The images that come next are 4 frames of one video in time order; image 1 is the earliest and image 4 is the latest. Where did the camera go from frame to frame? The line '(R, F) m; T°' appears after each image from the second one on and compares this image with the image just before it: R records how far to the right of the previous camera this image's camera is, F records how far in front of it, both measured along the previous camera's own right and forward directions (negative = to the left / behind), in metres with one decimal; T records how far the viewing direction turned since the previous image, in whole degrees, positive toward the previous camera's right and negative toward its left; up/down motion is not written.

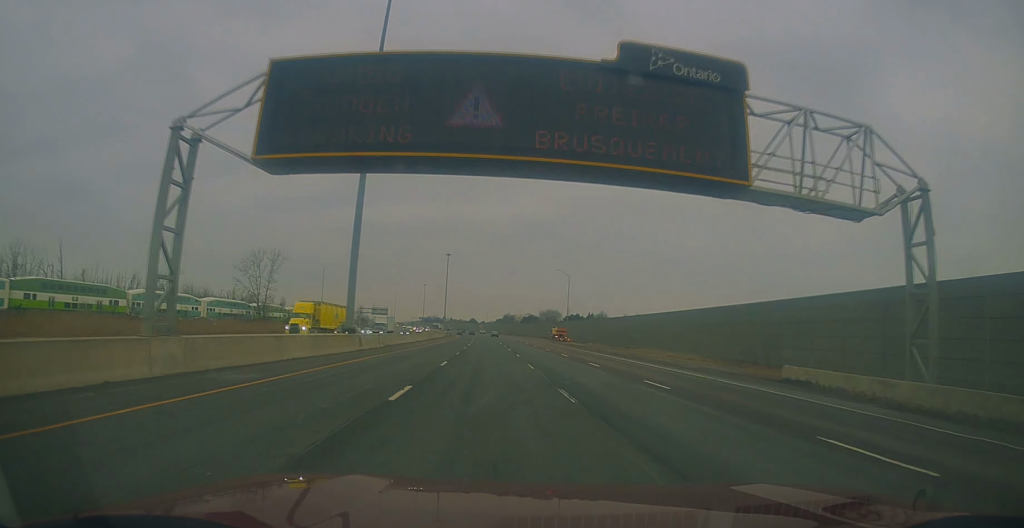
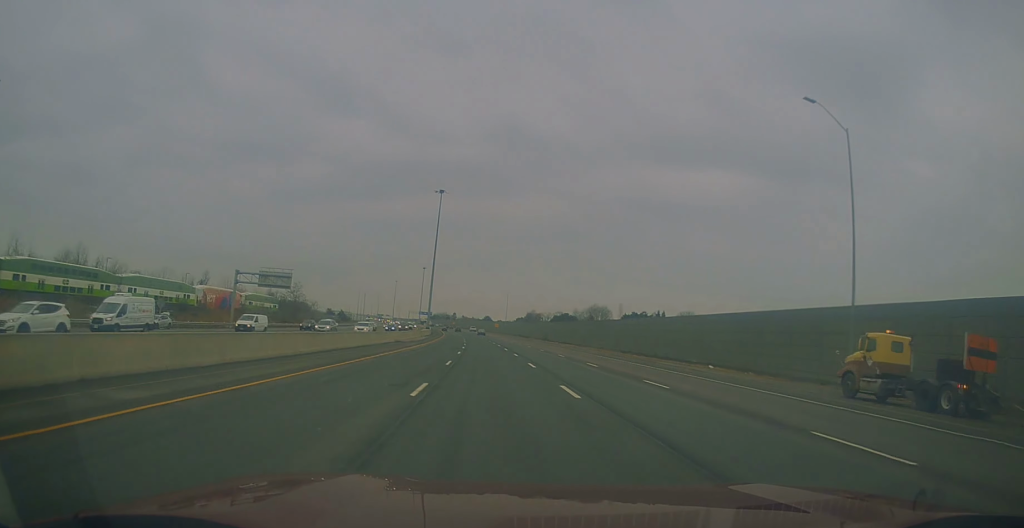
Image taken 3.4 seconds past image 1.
(+0.1, +108.5) m; -2°
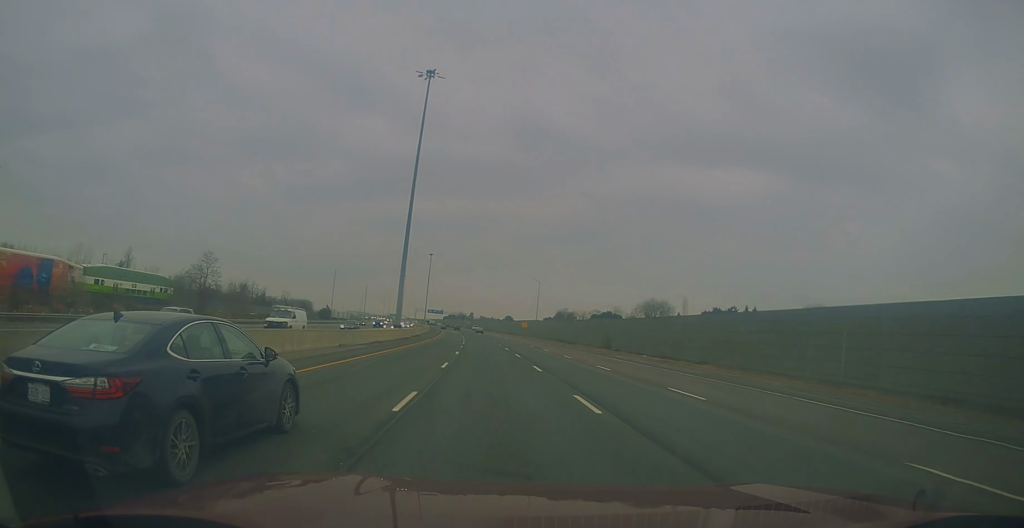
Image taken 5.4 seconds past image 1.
(0.0, +63.3) m; -1°
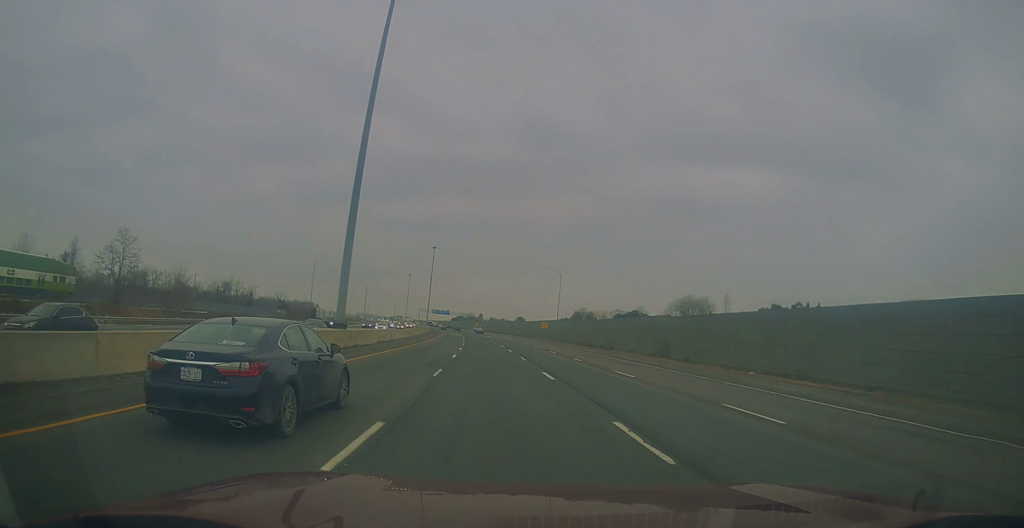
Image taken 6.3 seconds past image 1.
(-0.5, +28.5) m; -1°
